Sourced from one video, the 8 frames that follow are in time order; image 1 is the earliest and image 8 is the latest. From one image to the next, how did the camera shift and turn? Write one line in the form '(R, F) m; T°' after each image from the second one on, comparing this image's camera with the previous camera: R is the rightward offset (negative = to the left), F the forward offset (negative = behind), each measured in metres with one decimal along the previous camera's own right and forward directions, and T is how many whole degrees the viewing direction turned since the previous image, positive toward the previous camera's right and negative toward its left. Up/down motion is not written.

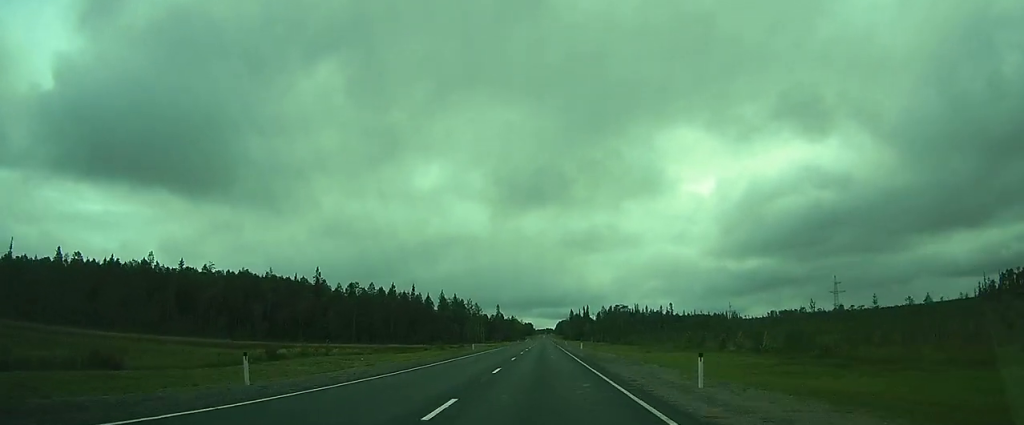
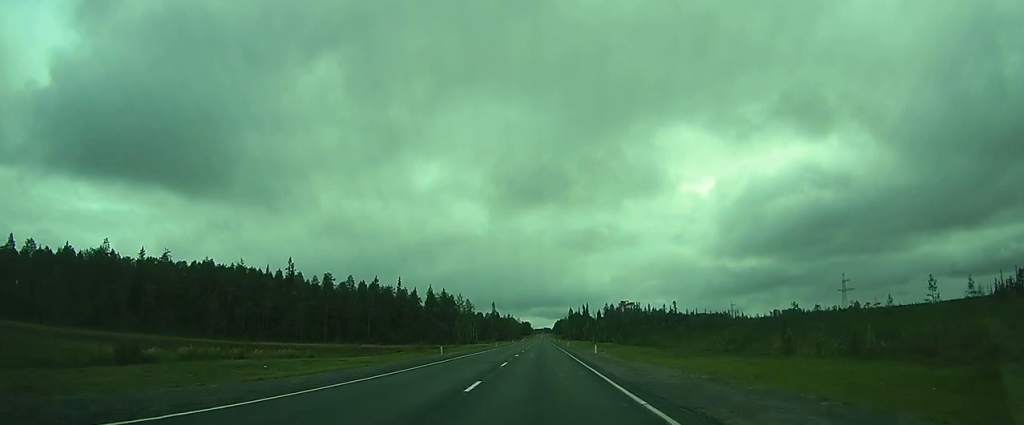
(0.0, +19.0) m; 0°
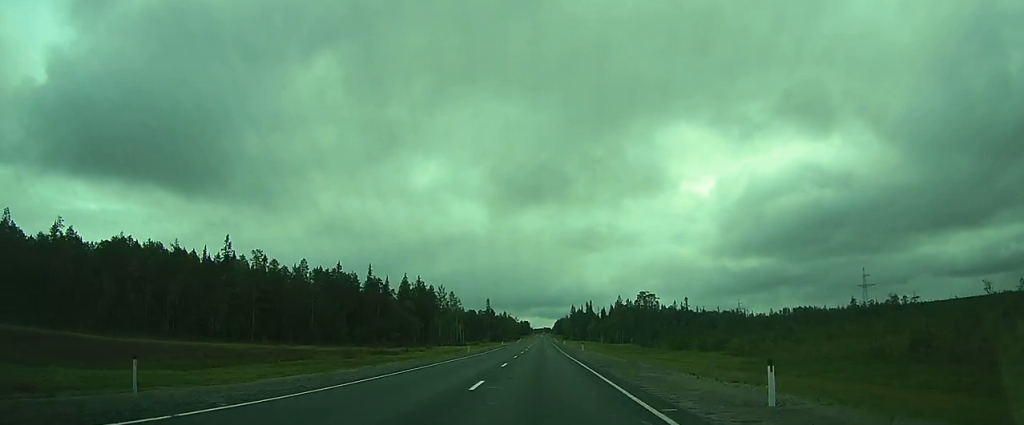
(-0.2, +35.0) m; 0°
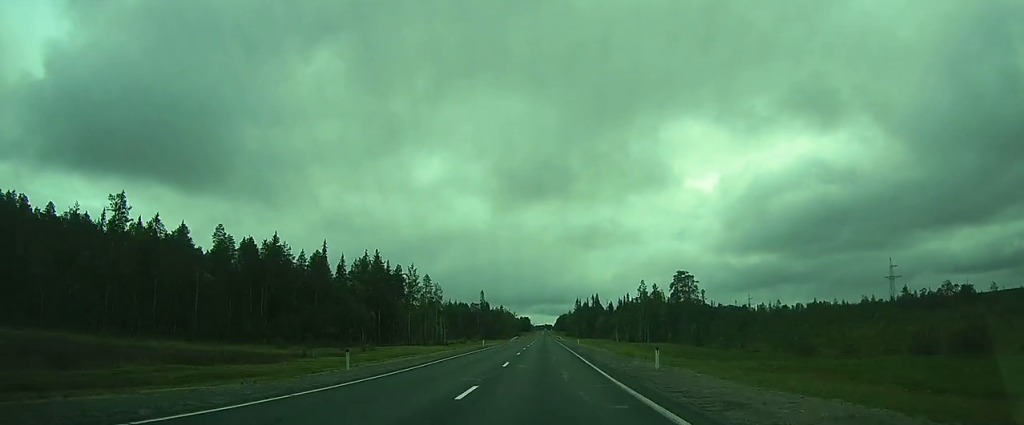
(+0.1, +37.9) m; 0°
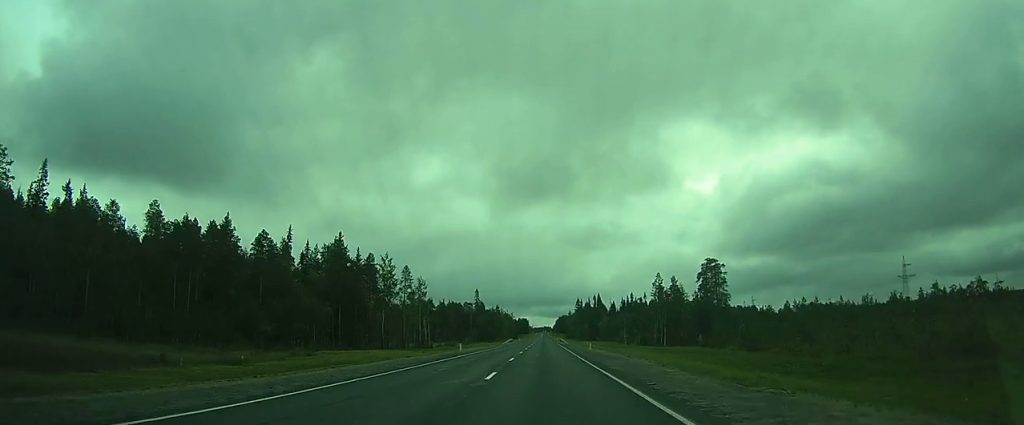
(0.0, +18.9) m; 0°
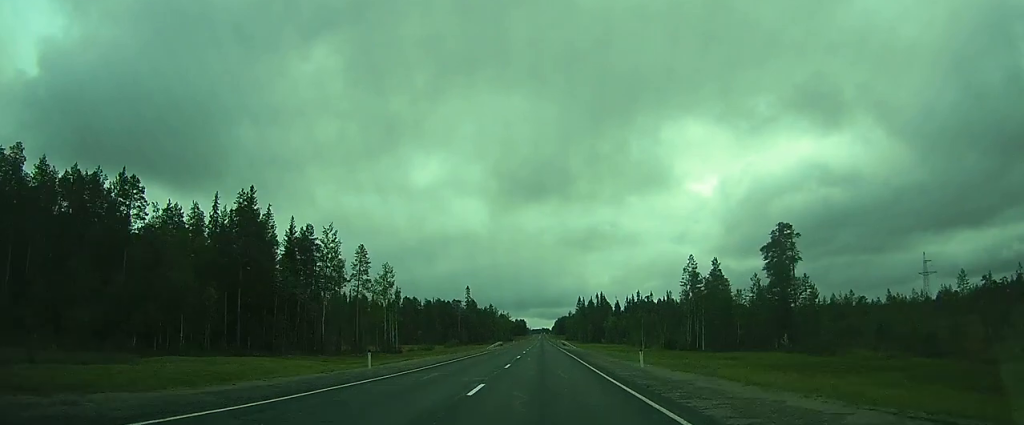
(-0.1, +27.2) m; 0°
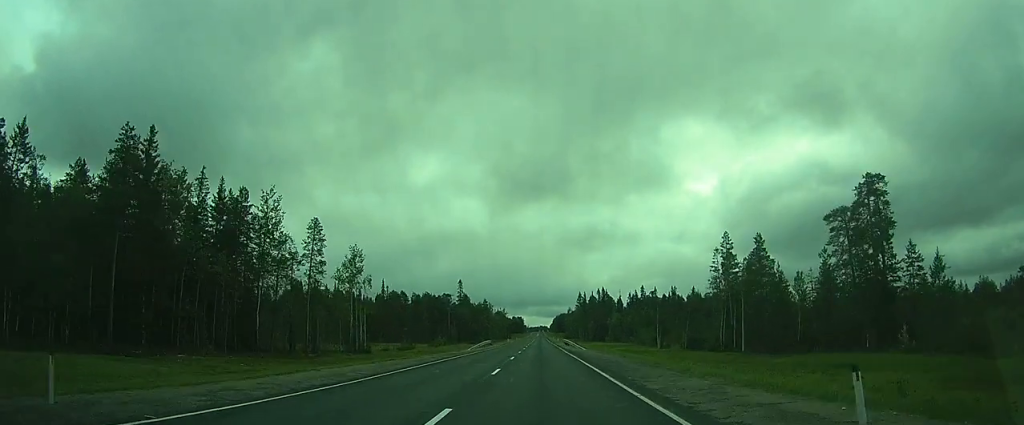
(0.0, +17.3) m; 0°
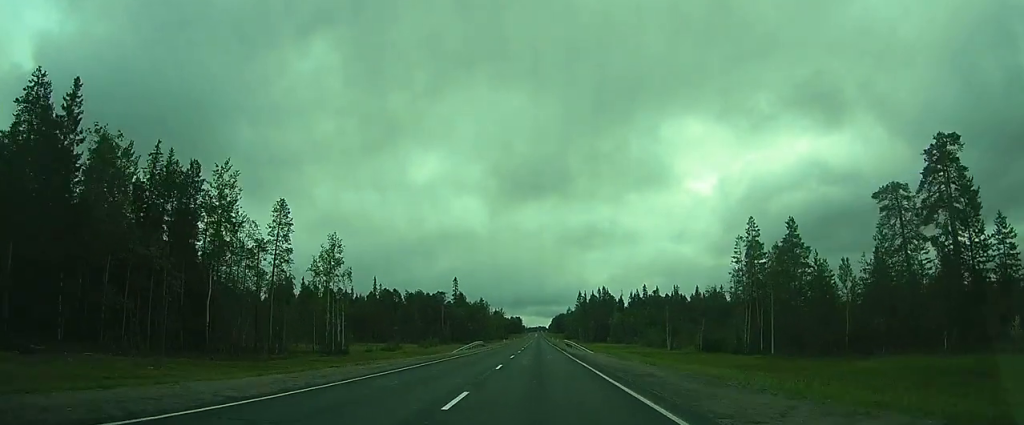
(0.0, +9.0) m; 0°
